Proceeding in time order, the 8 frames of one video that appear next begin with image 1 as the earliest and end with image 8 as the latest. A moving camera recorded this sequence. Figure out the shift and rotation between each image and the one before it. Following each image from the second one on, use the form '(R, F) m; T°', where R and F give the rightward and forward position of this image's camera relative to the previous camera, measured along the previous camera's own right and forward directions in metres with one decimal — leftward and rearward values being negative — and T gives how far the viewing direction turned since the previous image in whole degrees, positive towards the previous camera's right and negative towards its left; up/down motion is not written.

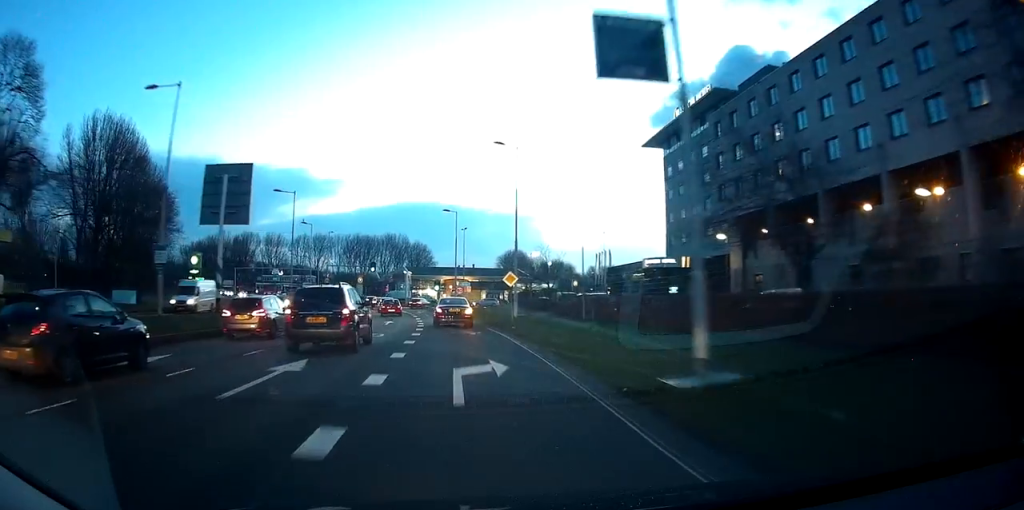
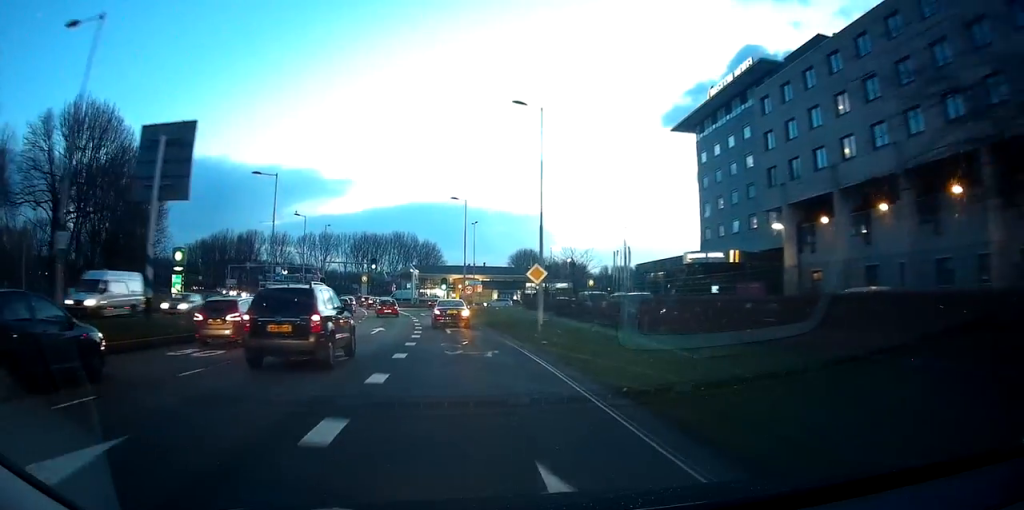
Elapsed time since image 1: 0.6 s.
(-0.2, +7.5) m; 0°
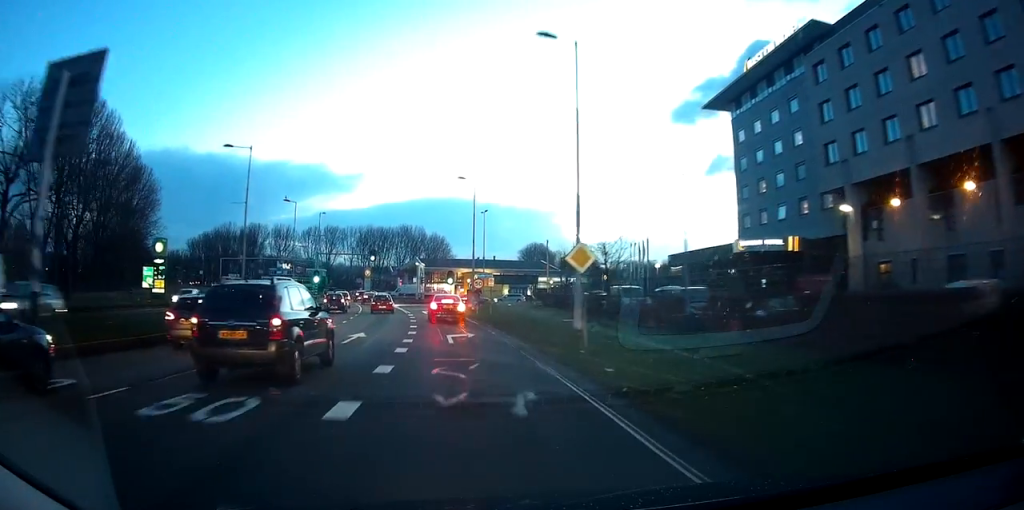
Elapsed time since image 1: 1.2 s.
(-0.2, +7.1) m; 0°
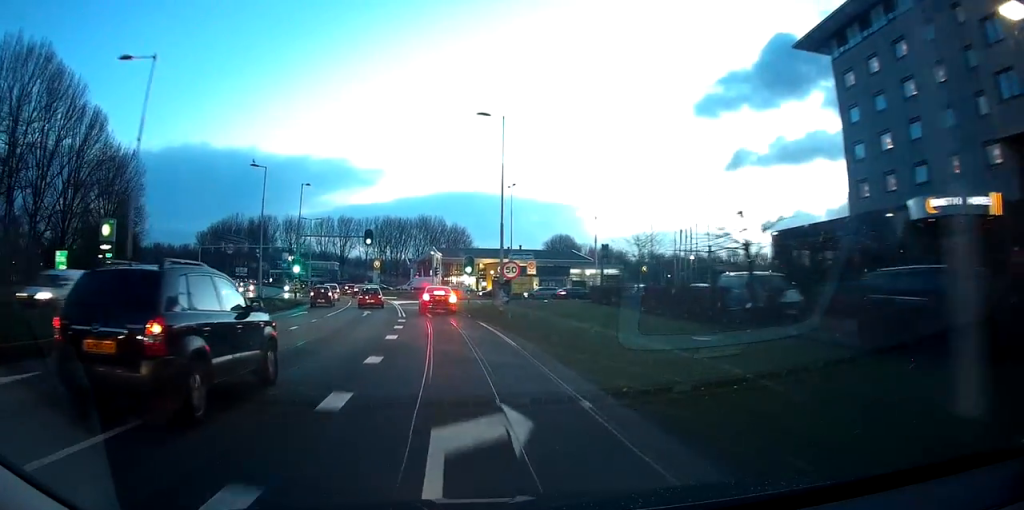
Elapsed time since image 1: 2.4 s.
(+0.2, +14.8) m; -1°
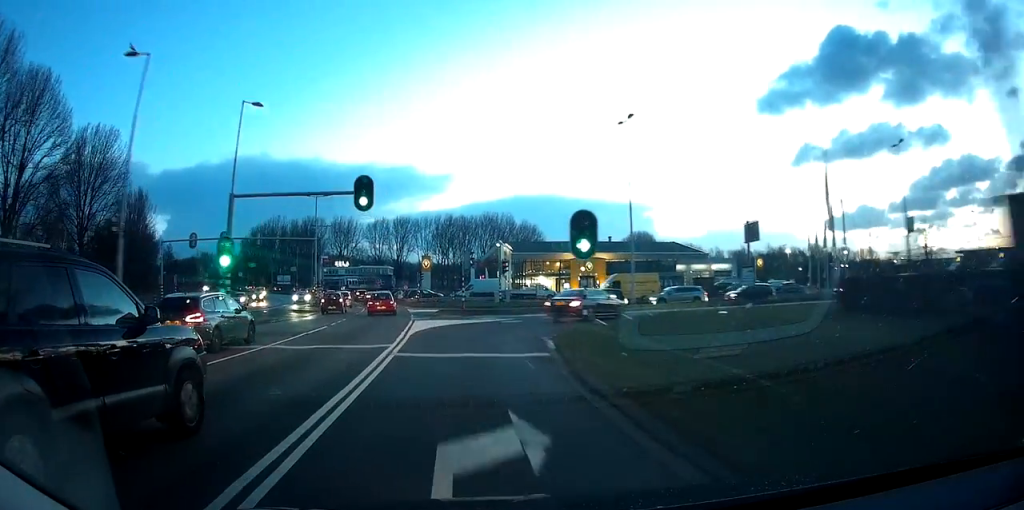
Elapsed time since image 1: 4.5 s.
(-1.1, +26.0) m; -6°
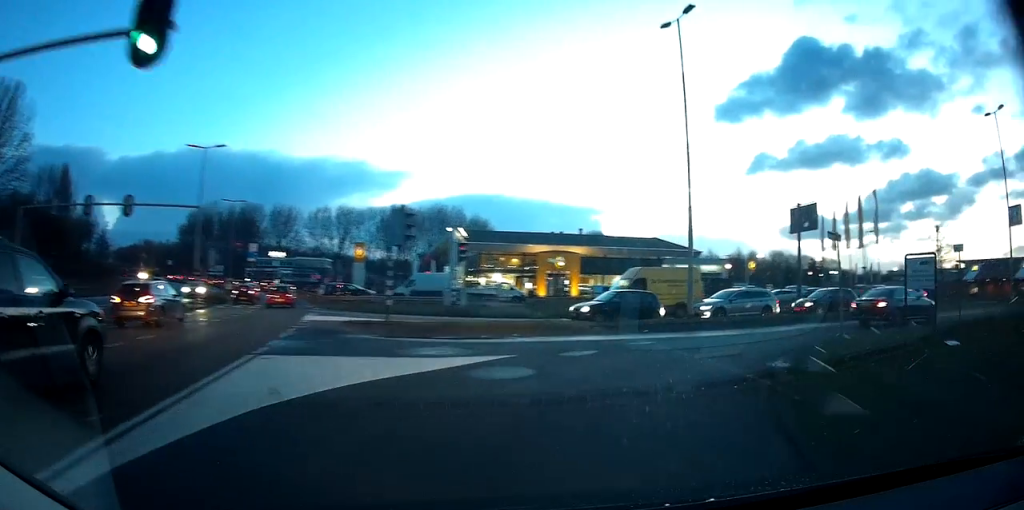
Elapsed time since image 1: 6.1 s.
(-0.6, +16.9) m; +8°
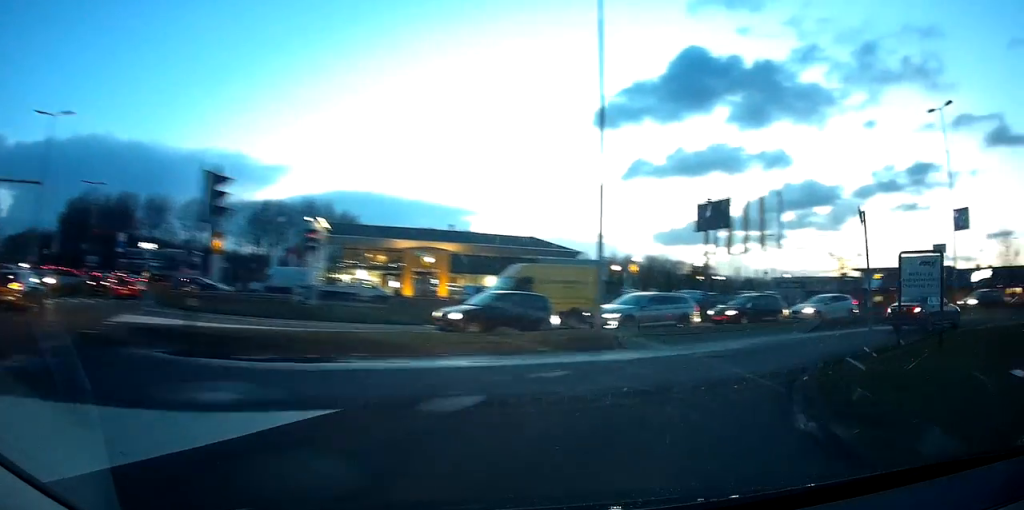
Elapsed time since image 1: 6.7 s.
(+1.1, +5.4) m; +12°
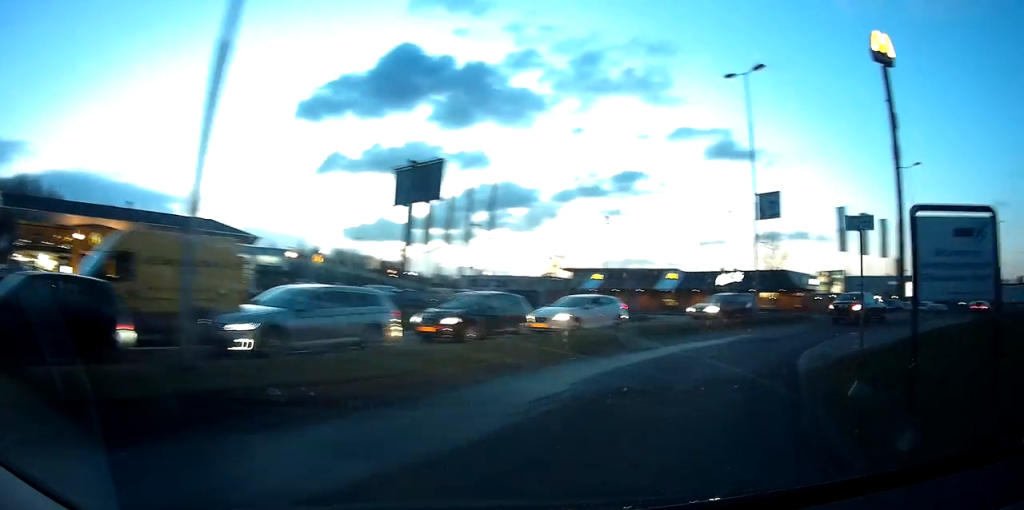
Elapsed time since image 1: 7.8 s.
(+1.7, +9.0) m; +25°
